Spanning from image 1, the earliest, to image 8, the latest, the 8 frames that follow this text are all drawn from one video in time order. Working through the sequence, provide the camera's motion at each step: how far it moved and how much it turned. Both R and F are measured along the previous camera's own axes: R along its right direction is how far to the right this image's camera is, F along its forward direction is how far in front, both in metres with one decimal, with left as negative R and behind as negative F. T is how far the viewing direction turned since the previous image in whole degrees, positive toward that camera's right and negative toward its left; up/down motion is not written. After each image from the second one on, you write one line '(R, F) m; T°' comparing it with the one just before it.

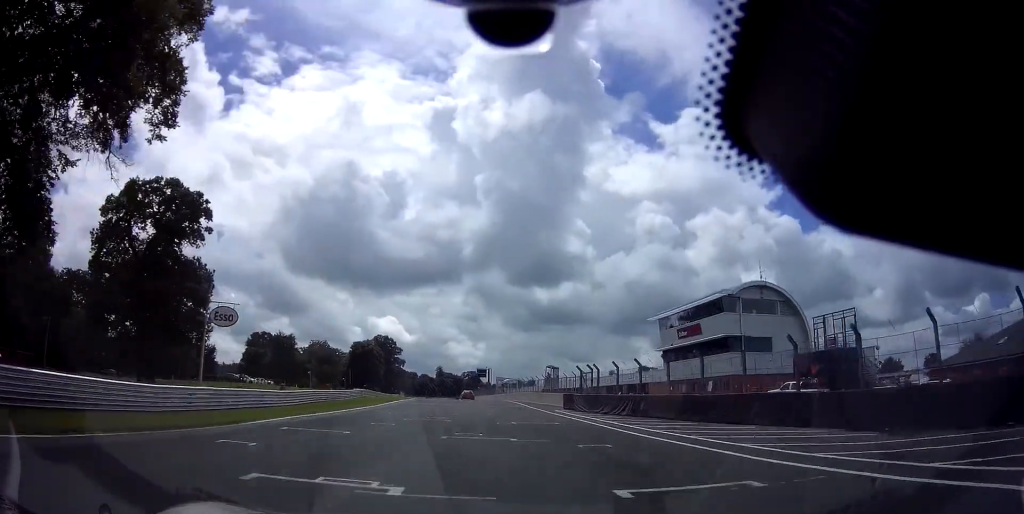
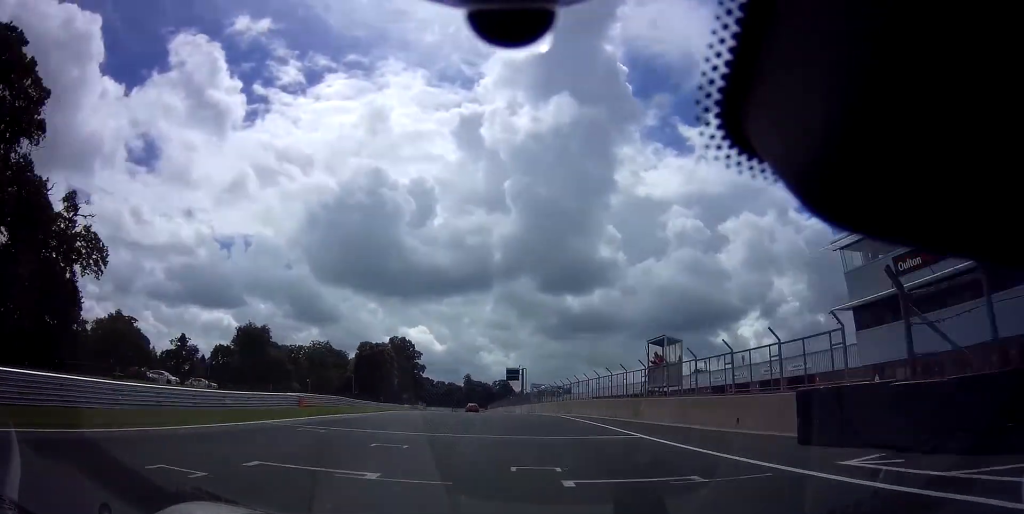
(-0.8, +31.2) m; -3°
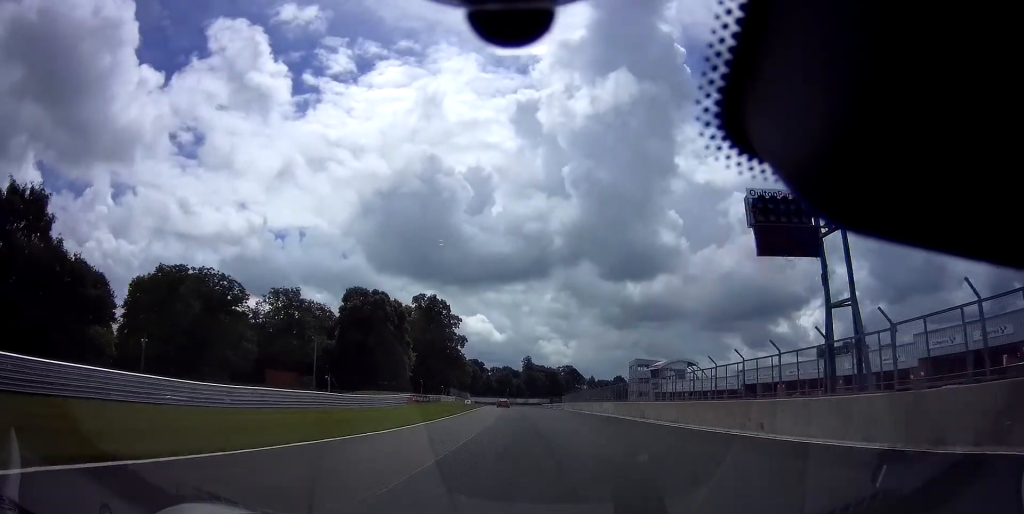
(-3.9, +67.6) m; -6°
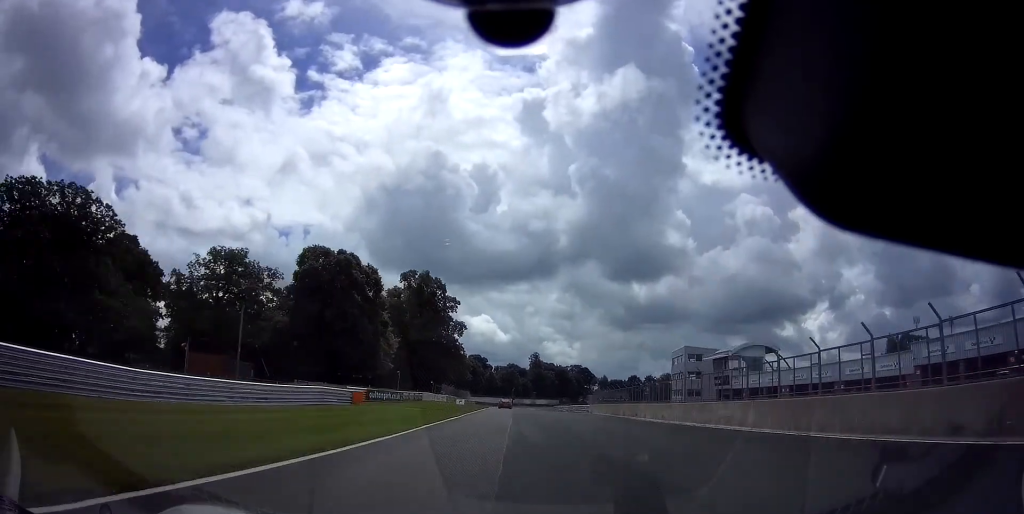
(-0.3, +25.0) m; -1°
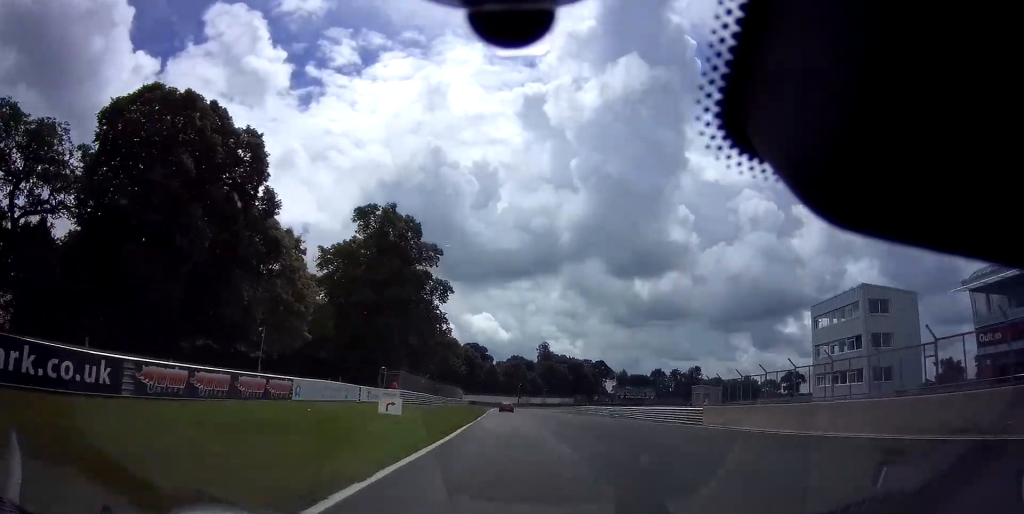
(-0.3, +39.9) m; 0°
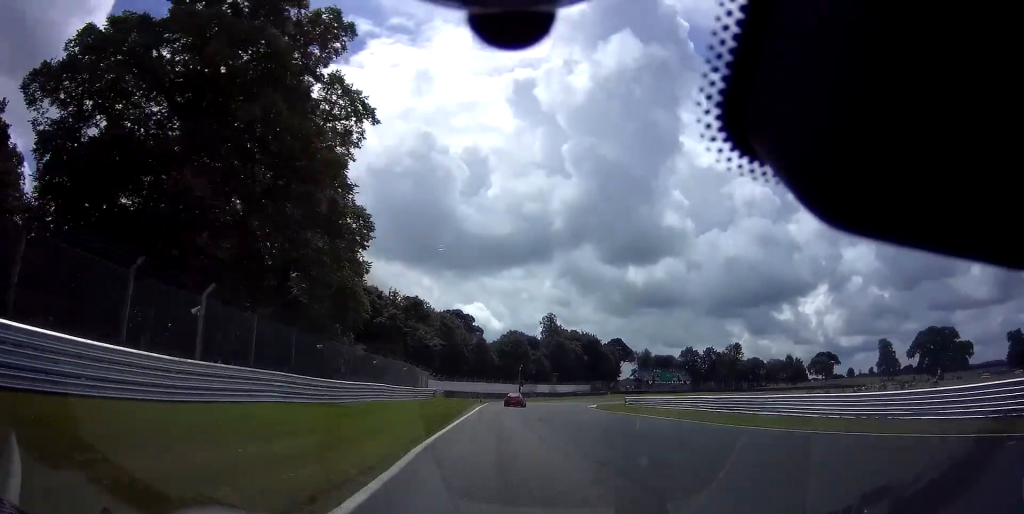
(+0.2, +49.6) m; +1°
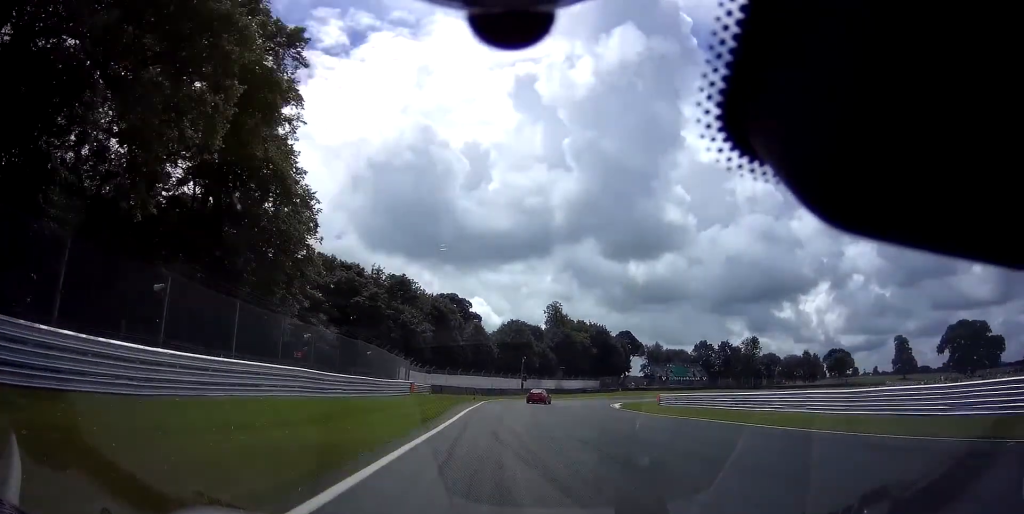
(+0.1, +14.1) m; +1°
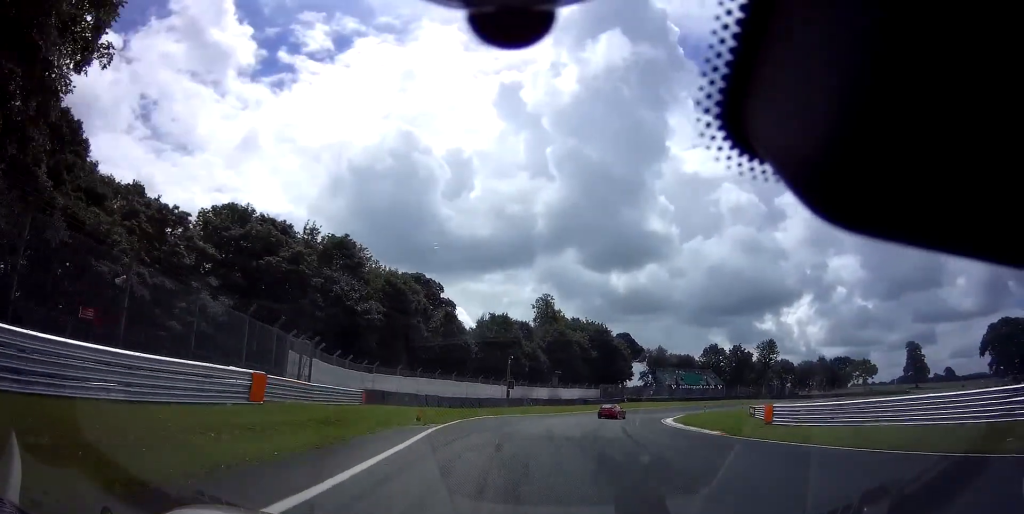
(+0.4, +26.2) m; +4°
